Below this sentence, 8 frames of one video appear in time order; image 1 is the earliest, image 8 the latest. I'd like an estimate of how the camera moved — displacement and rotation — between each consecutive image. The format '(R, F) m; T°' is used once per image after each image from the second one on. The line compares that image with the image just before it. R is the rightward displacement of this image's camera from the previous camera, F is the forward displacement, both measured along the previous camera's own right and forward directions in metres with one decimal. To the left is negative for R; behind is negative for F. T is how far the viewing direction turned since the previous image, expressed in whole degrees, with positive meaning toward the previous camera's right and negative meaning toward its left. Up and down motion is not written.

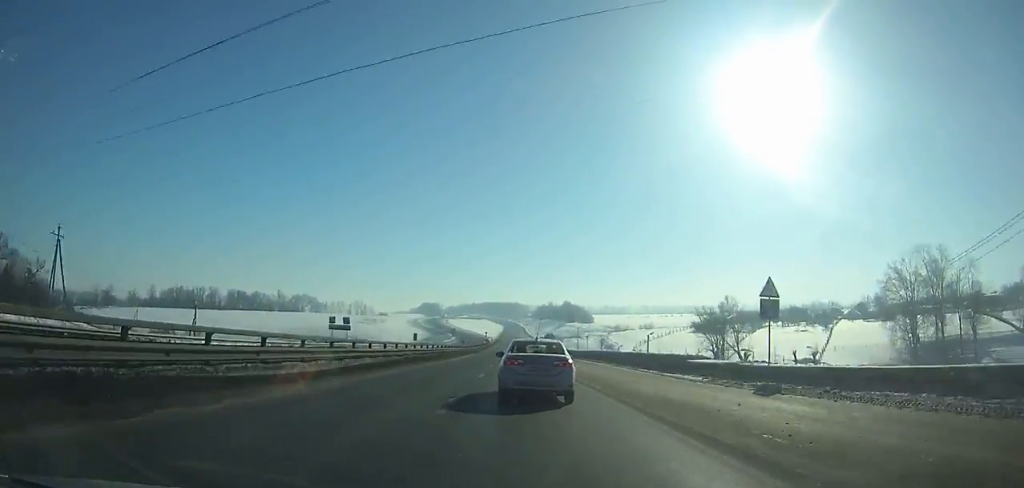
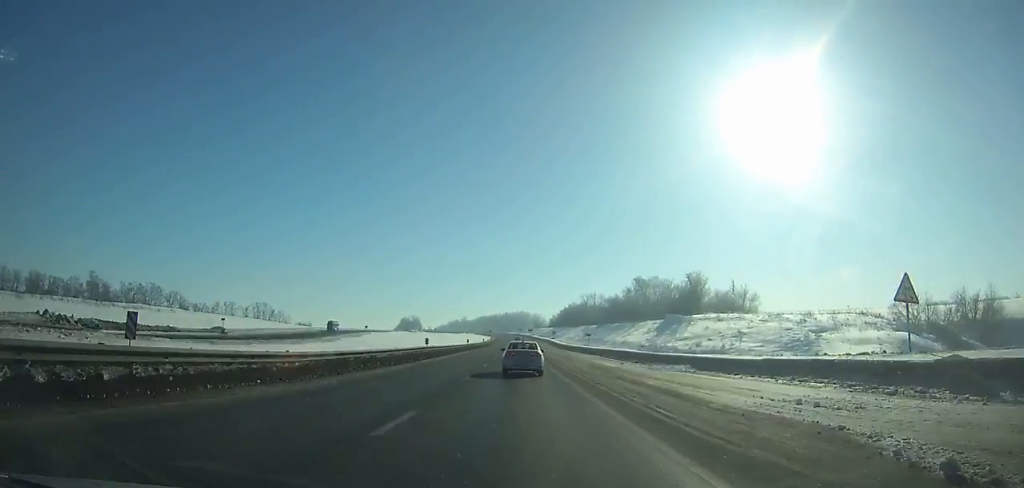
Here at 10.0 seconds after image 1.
(-2.4, +279.9) m; -1°
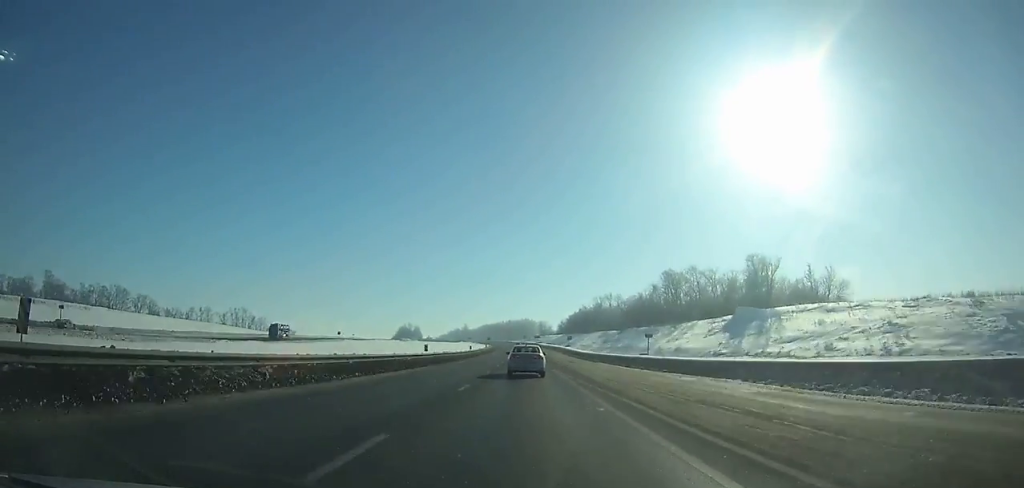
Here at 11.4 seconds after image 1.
(0.0, +38.5) m; 0°
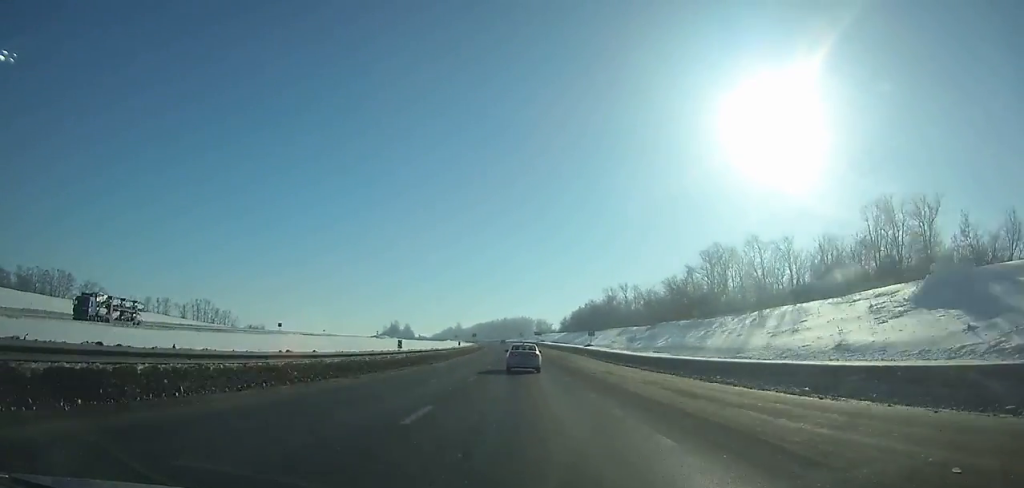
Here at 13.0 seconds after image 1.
(0.0, +44.0) m; 0°
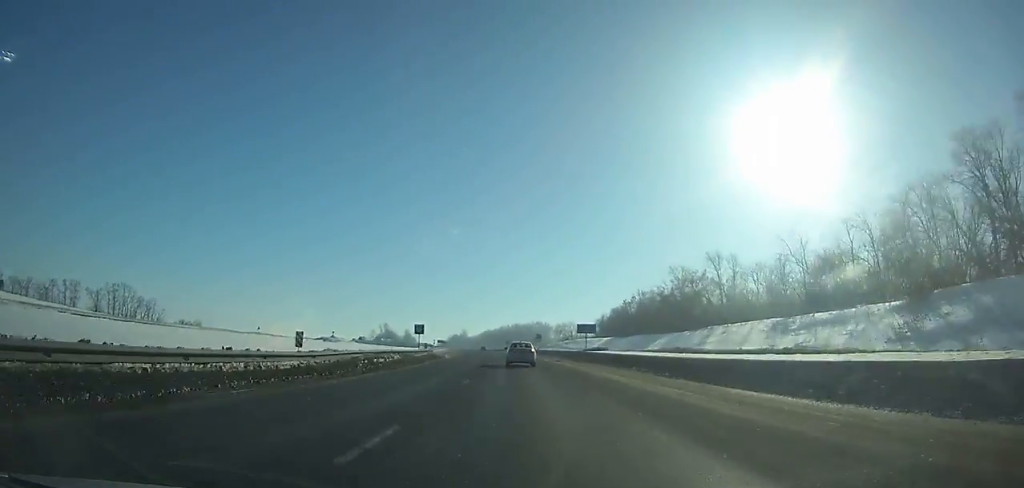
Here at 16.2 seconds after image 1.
(-0.7, +87.2) m; -2°
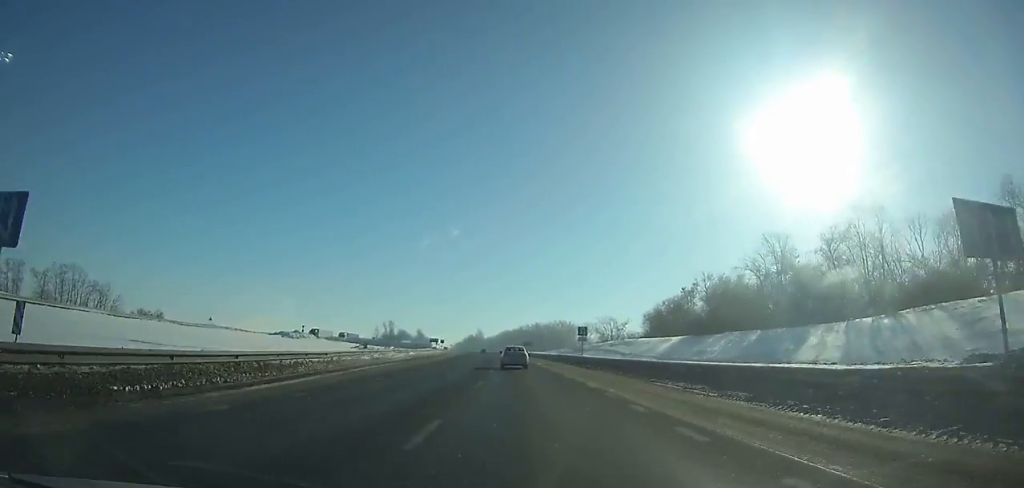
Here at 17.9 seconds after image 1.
(-0.7, +45.9) m; -2°
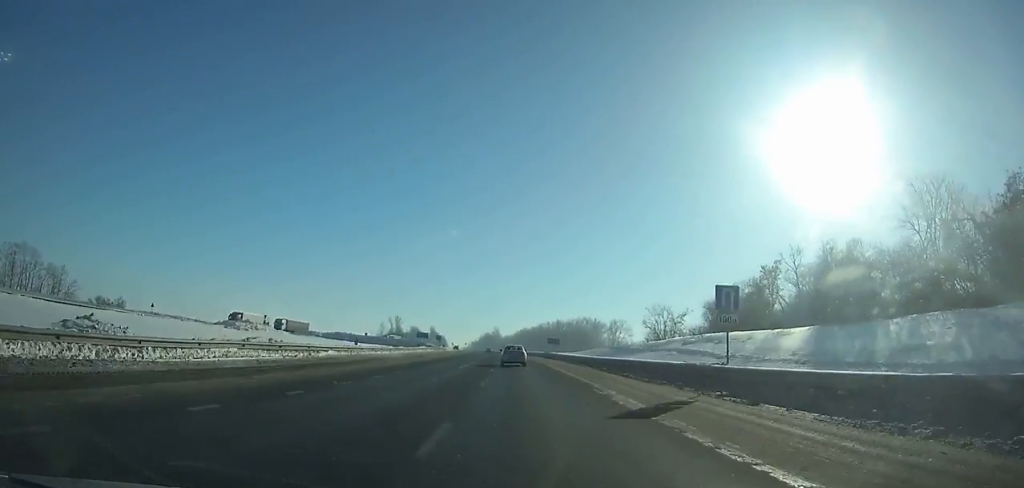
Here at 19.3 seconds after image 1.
(-0.6, +37.5) m; -1°
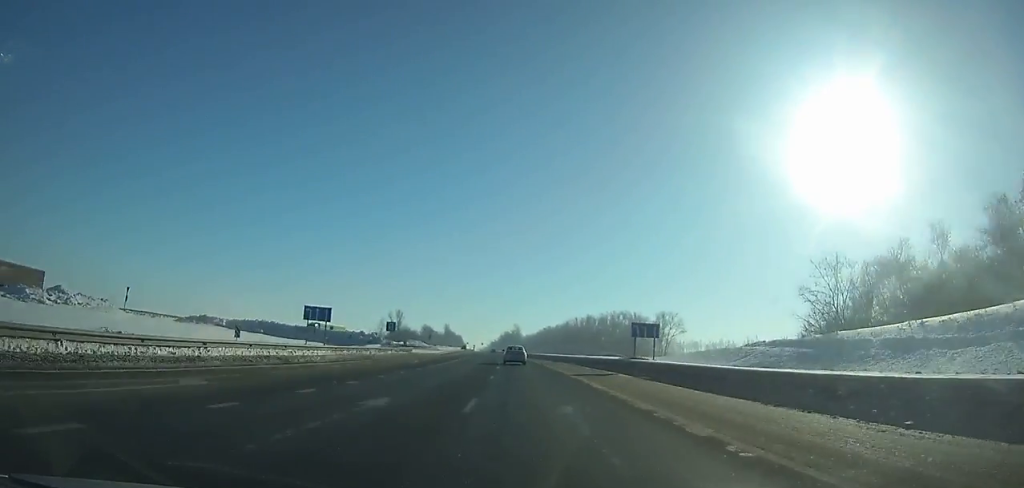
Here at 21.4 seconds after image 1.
(-1.0, +56.1) m; -2°
